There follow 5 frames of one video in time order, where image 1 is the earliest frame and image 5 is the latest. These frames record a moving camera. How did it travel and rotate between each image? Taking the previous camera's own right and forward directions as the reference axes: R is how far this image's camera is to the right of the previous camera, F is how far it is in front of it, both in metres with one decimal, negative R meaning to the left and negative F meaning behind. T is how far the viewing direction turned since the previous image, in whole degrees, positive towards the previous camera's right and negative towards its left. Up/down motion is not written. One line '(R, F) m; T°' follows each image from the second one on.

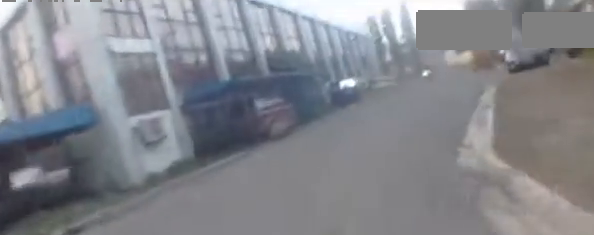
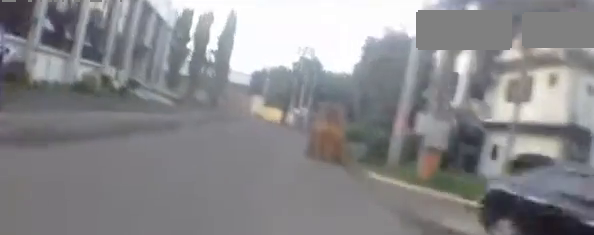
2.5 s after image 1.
(+5.3, +14.8) m; +25°
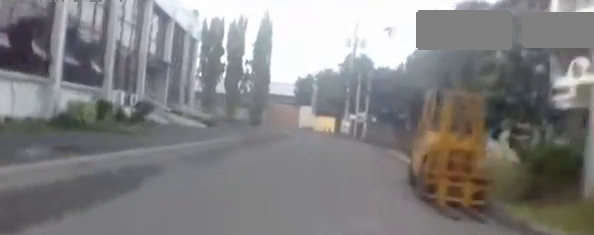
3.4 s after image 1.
(0.0, +6.1) m; 0°
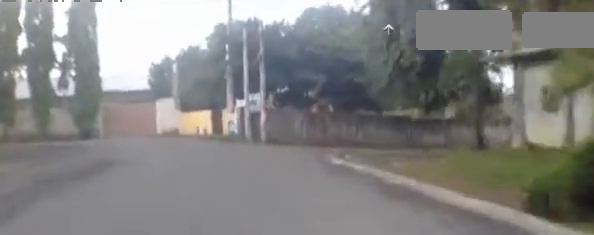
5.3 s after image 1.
(+0.7, +13.1) m; +6°
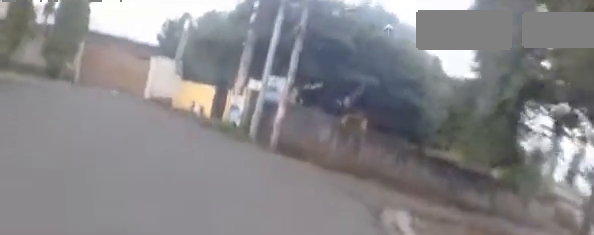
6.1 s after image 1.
(+0.2, +5.9) m; -5°
